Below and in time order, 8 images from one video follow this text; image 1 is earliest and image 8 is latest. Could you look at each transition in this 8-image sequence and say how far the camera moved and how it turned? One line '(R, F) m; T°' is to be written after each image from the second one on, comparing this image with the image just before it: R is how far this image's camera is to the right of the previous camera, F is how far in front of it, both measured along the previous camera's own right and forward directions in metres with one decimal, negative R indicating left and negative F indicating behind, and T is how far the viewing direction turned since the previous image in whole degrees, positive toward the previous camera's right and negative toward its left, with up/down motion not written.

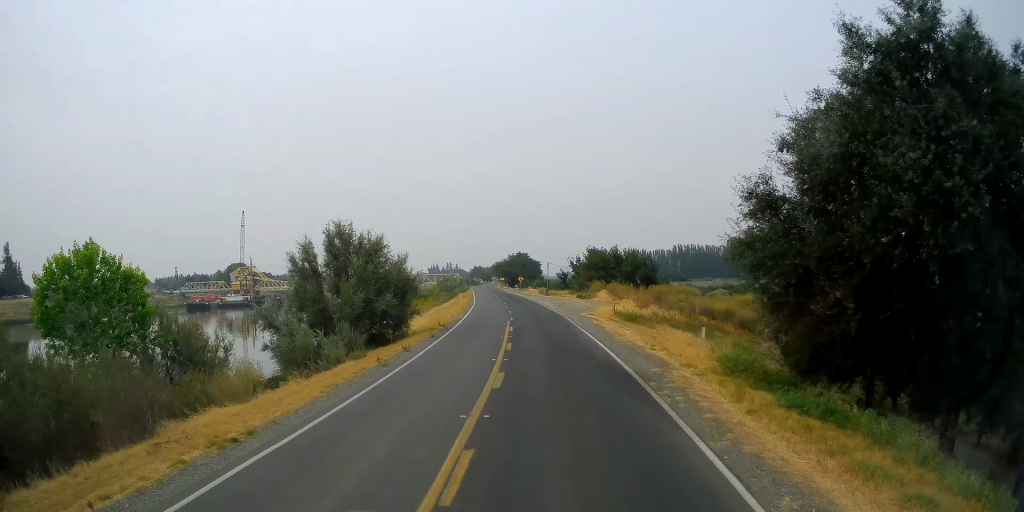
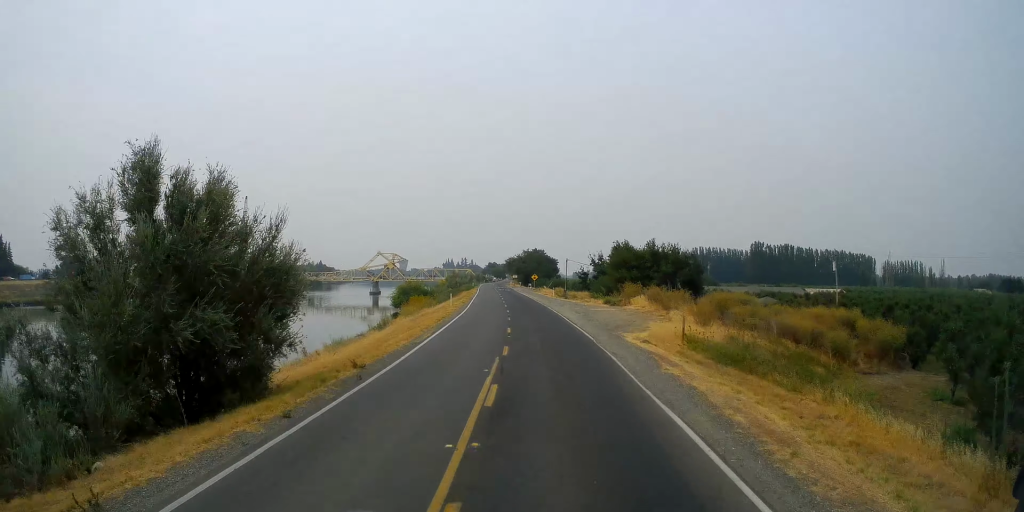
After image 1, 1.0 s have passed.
(+0.1, +17.4) m; +1°
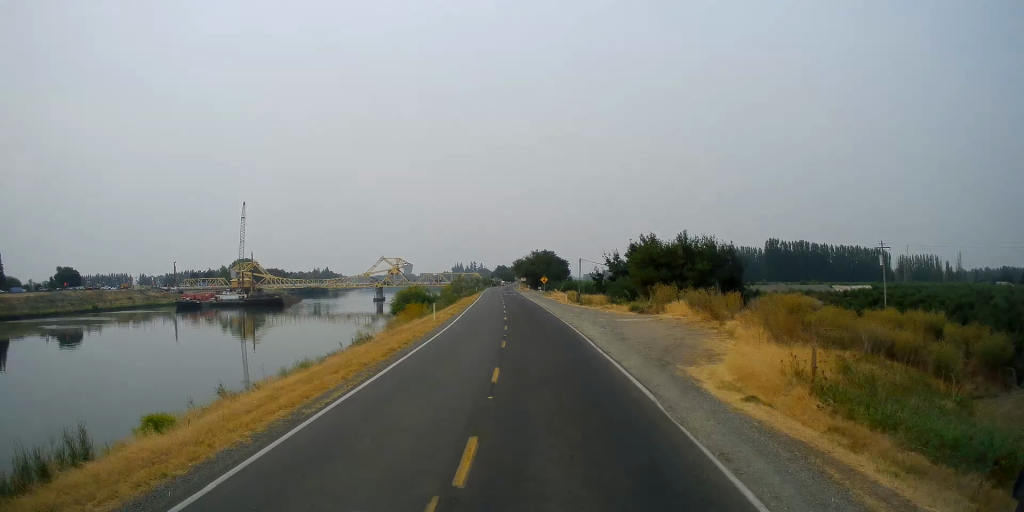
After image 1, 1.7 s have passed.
(+0.2, +12.1) m; 0°
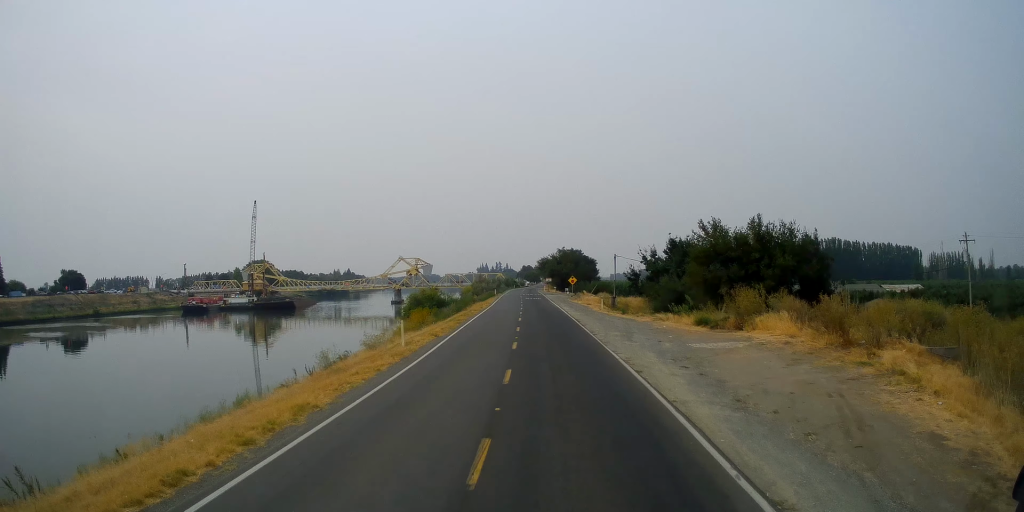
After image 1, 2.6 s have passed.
(0.0, +14.8) m; -1°
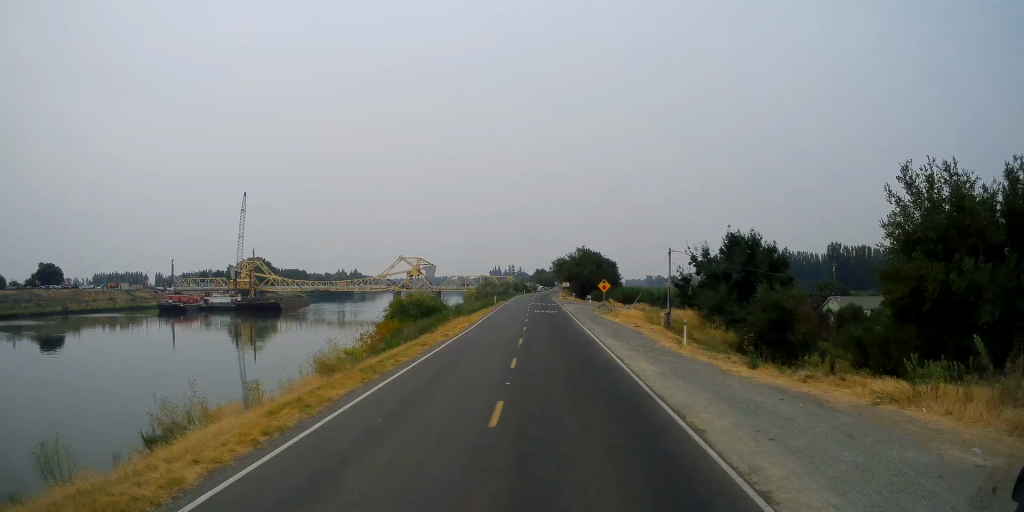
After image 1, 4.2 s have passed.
(-0.4, +26.7) m; -3°
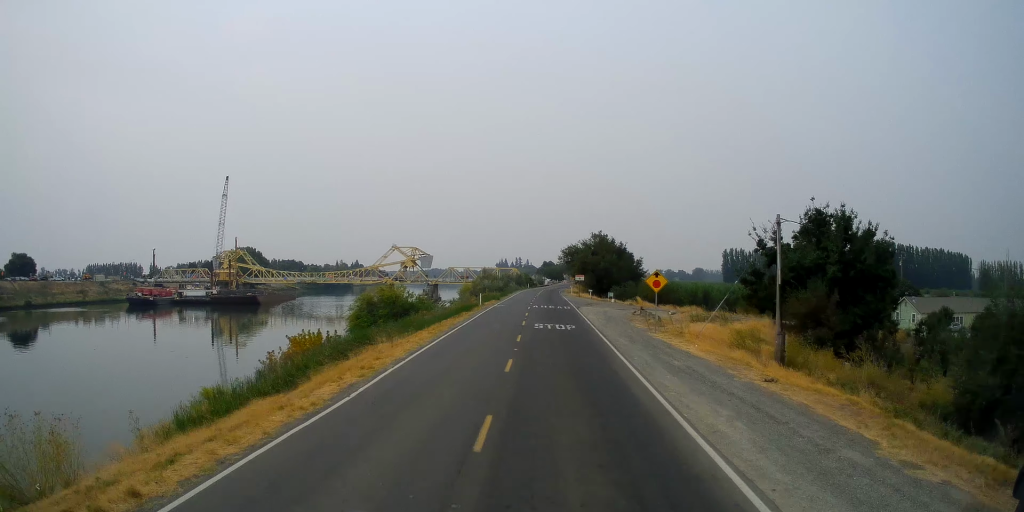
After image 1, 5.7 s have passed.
(-1.0, +24.7) m; -2°
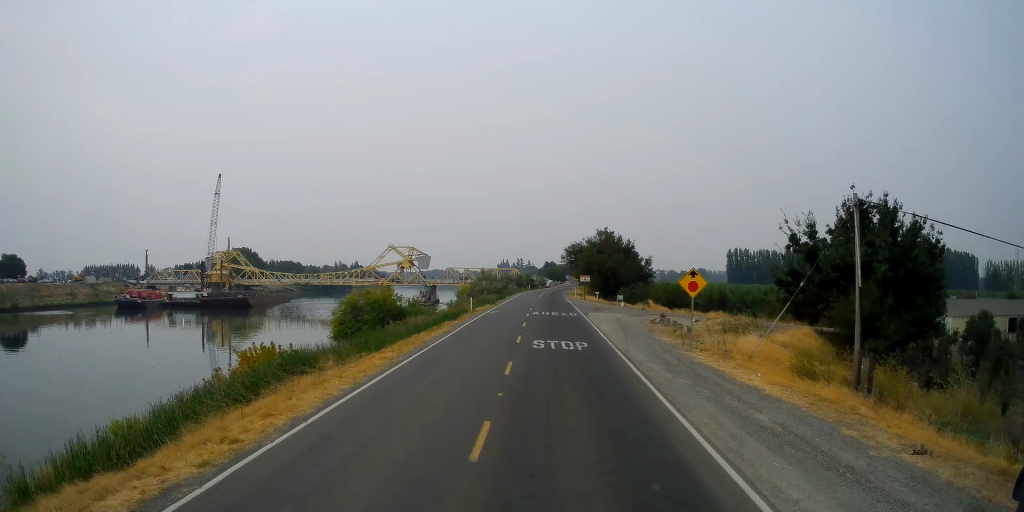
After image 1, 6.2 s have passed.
(-0.1, +8.1) m; 0°
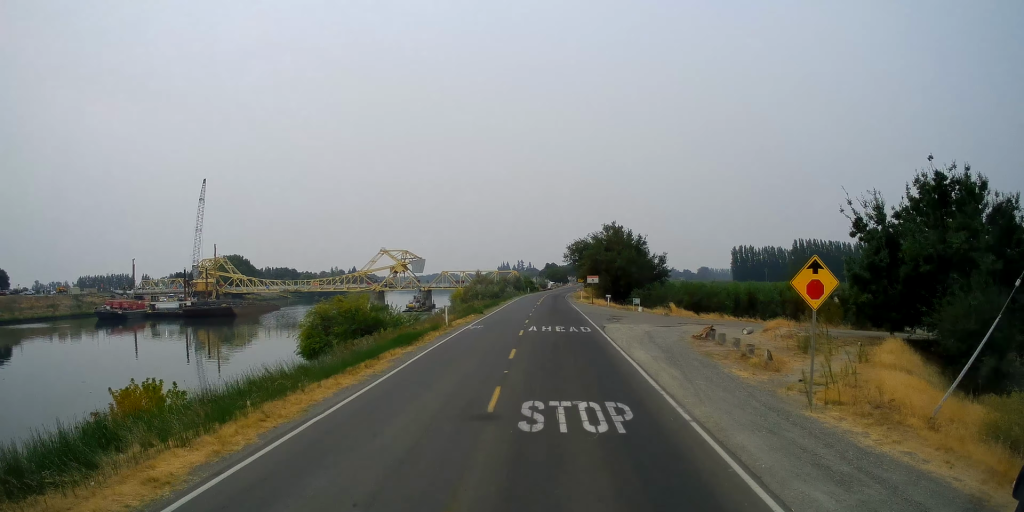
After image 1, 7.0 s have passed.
(+0.4, +12.6) m; -1°
